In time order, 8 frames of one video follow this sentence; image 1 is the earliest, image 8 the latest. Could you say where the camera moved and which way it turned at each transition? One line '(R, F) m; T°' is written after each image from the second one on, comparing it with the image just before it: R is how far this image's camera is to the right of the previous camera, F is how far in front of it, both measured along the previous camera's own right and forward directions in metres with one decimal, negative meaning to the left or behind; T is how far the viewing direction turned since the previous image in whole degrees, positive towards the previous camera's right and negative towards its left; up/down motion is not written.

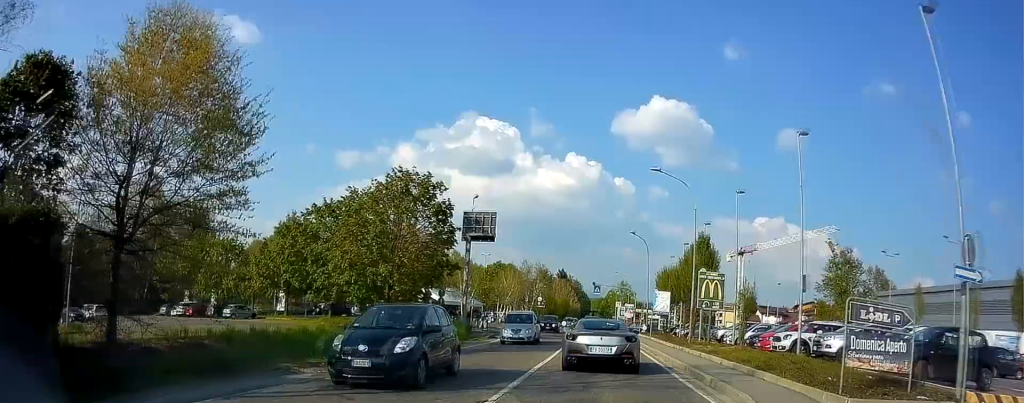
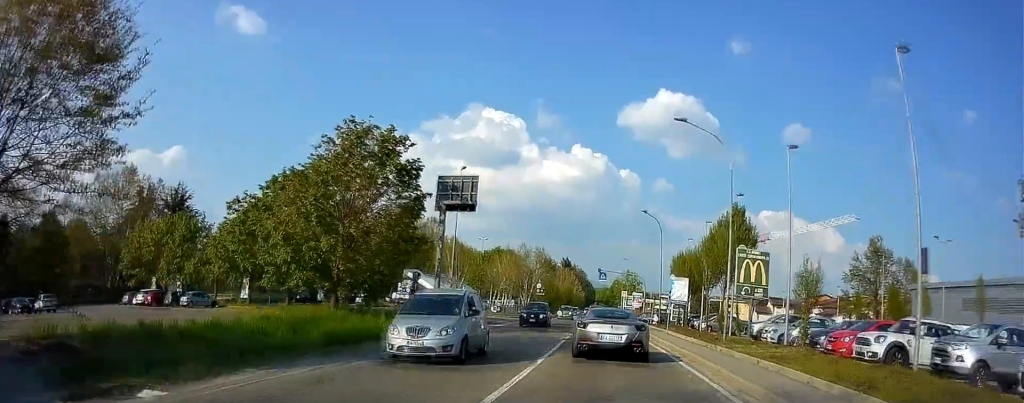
(+0.1, +7.7) m; 0°
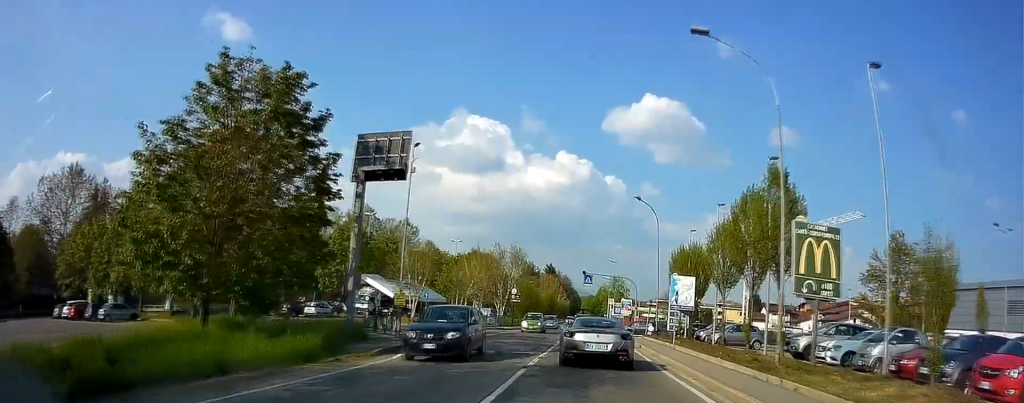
(-0.1, +9.2) m; 0°
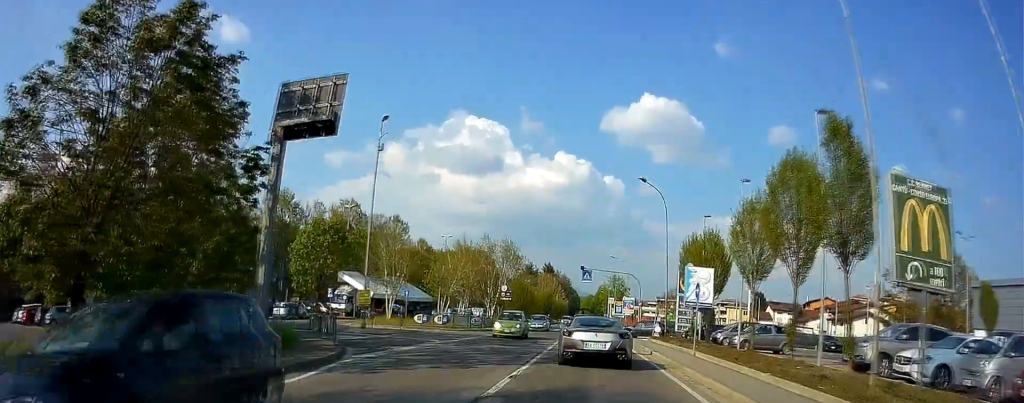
(+0.1, +5.9) m; +1°
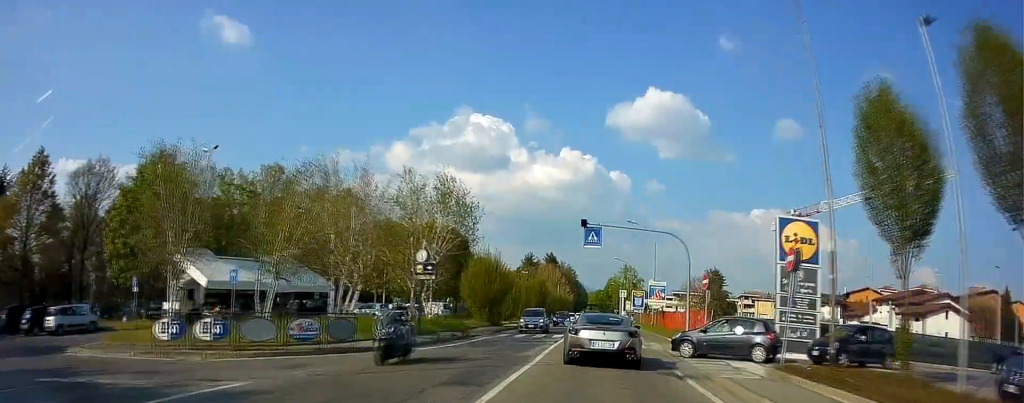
(-0.6, +26.8) m; -3°
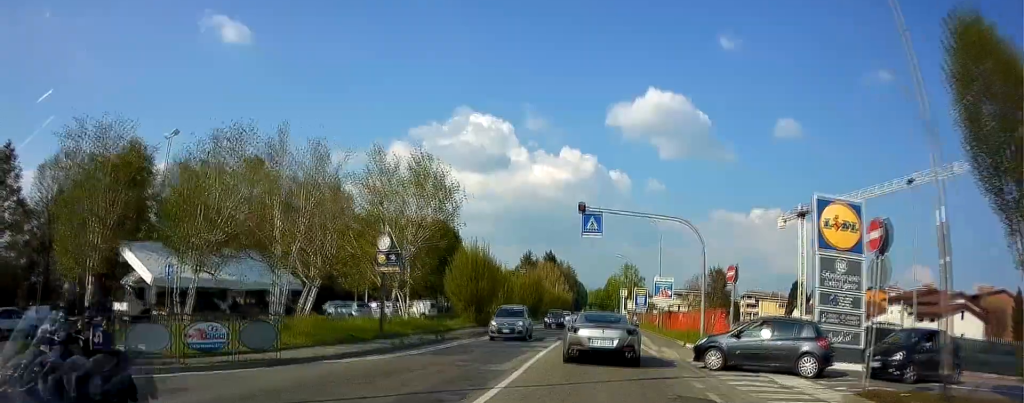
(0.0, +4.7) m; 0°
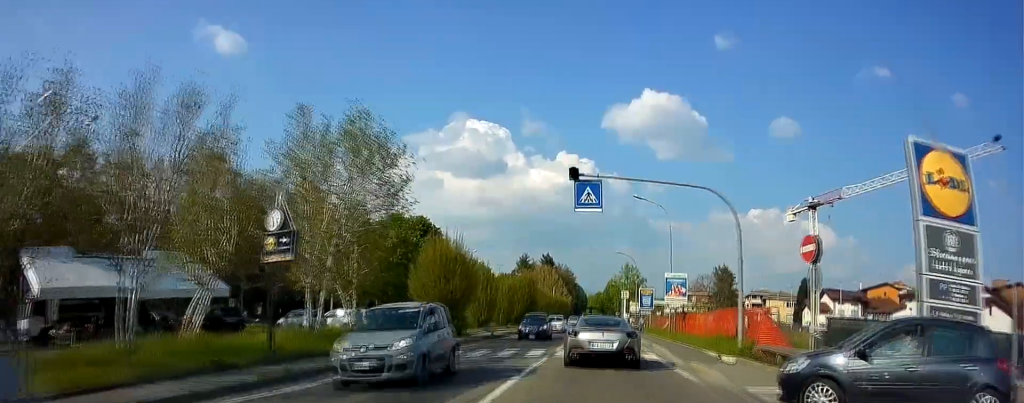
(0.0, +7.7) m; +1°
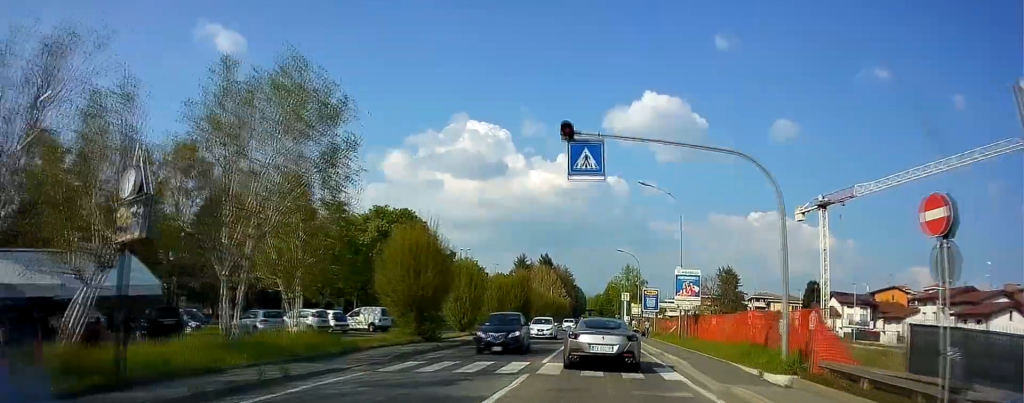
(-0.1, +5.2) m; +1°
